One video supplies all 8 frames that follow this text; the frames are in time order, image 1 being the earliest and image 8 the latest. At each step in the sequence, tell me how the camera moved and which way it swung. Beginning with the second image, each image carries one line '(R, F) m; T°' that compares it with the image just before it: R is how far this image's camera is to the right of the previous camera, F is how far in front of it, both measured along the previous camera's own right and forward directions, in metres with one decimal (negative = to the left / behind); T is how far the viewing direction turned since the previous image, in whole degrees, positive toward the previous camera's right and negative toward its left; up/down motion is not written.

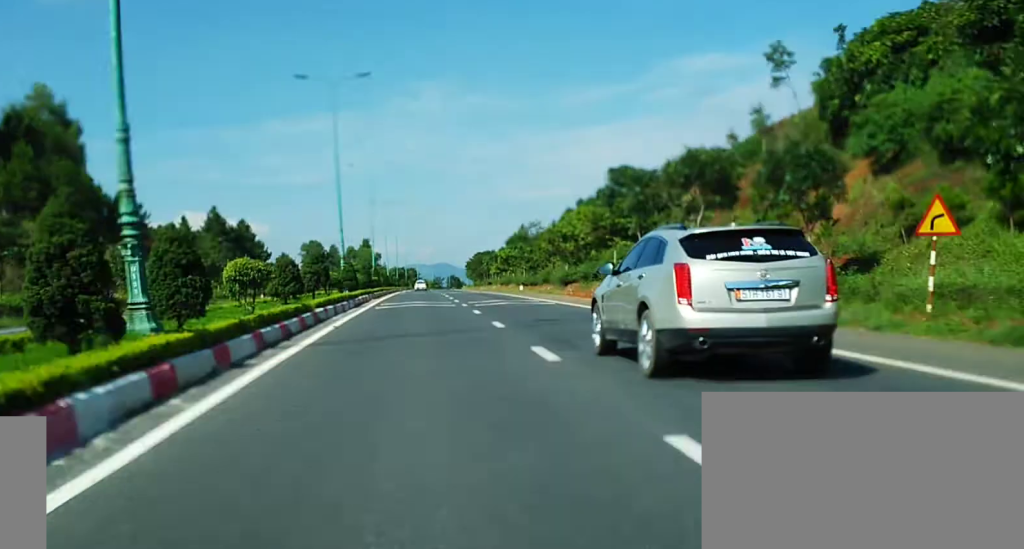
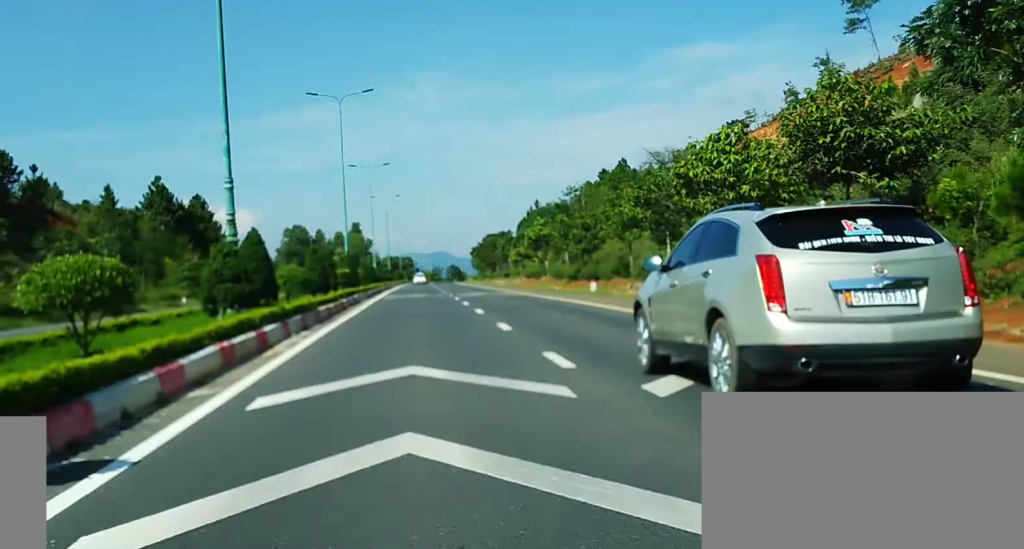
(+0.4, +33.2) m; +1°
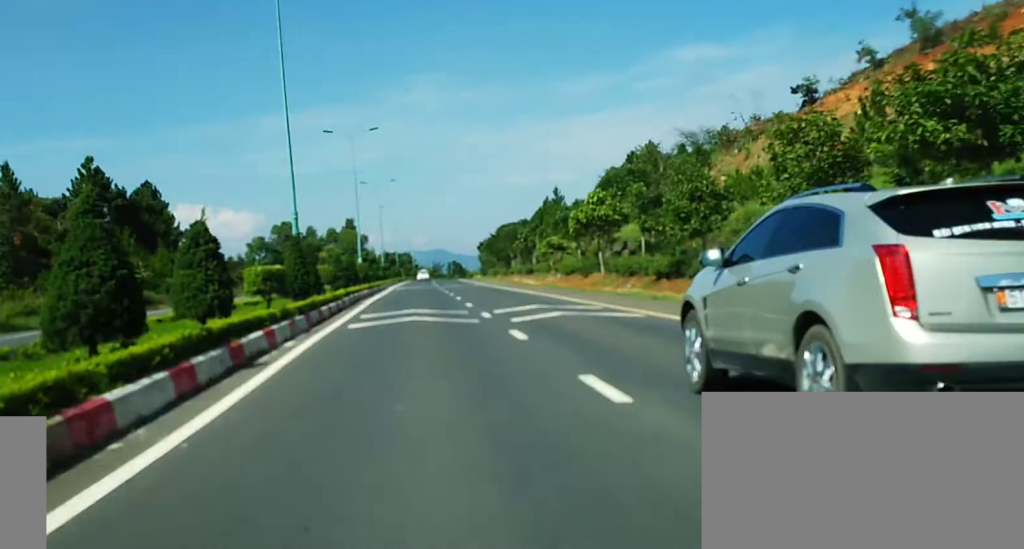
(-0.1, +27.4) m; 0°
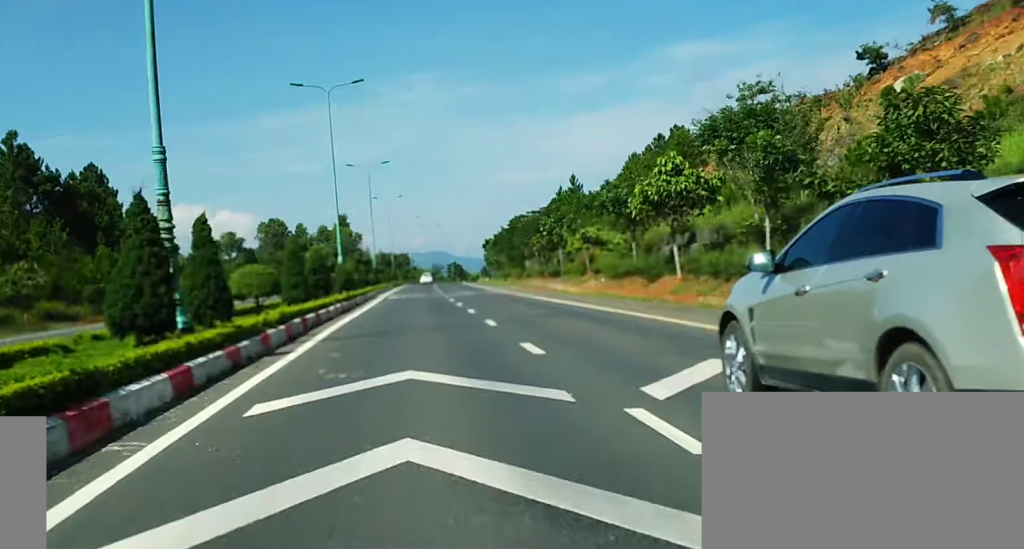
(0.0, +18.5) m; 0°
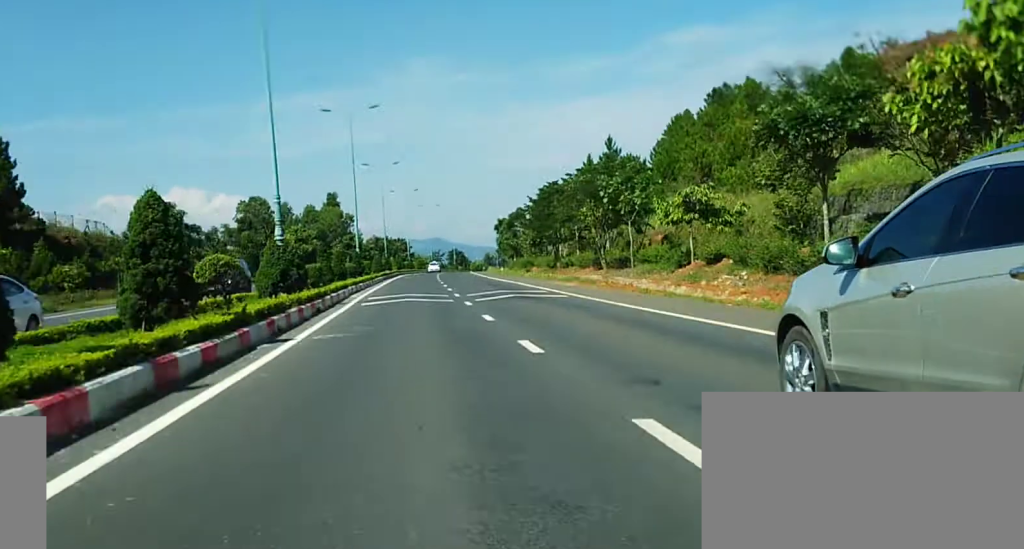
(+0.2, +24.8) m; +1°
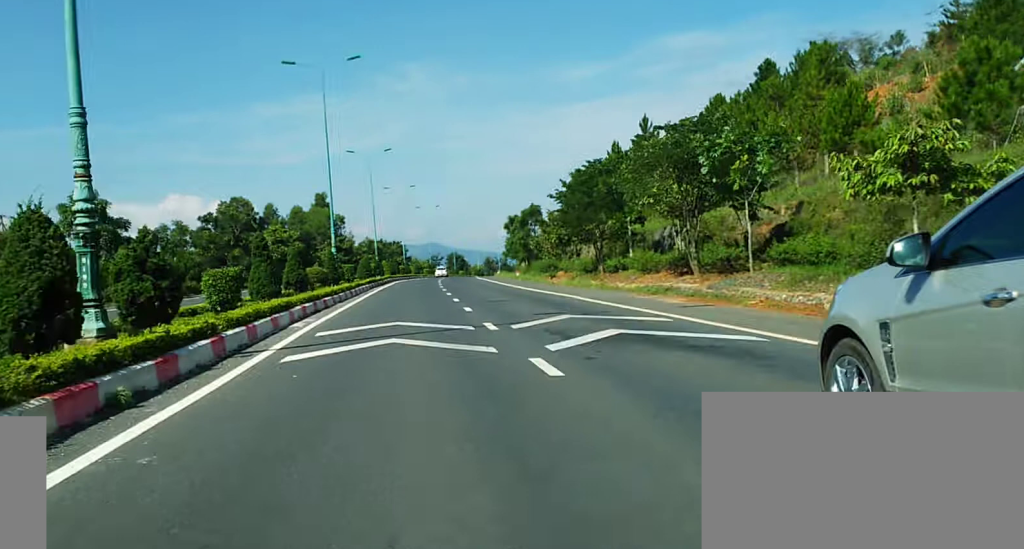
(0.0, +18.8) m; -1°
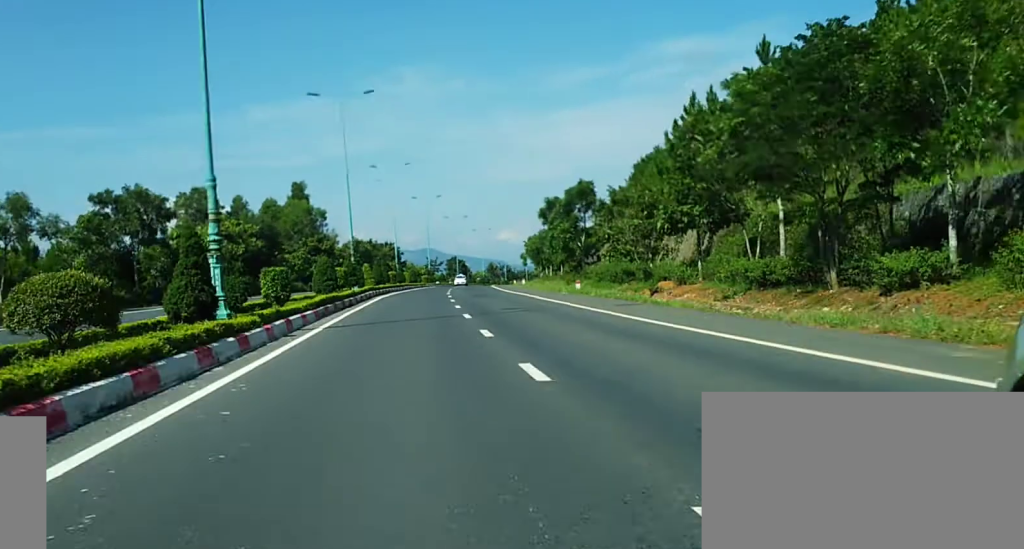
(-0.5, +31.6) m; -1°
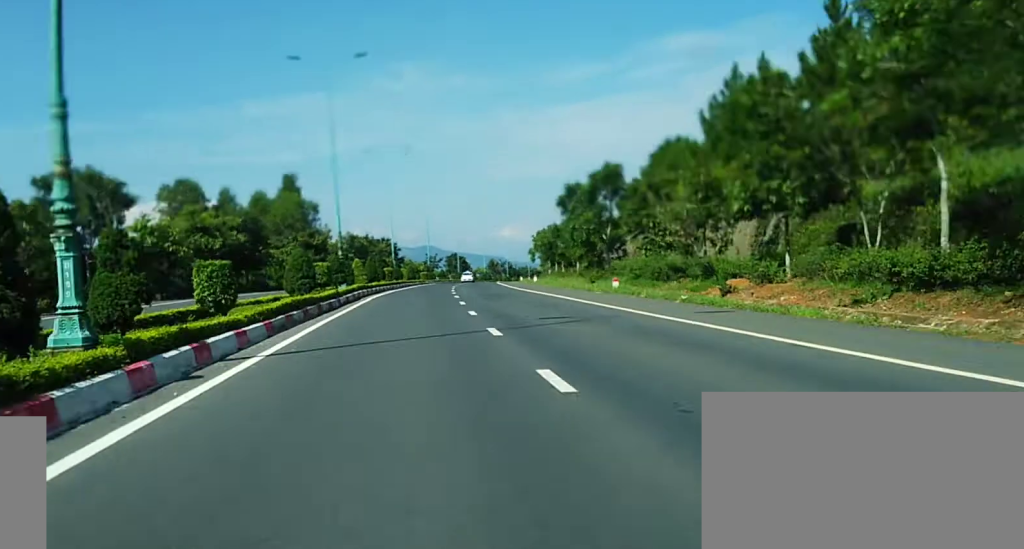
(0.0, +9.6) m; 0°
